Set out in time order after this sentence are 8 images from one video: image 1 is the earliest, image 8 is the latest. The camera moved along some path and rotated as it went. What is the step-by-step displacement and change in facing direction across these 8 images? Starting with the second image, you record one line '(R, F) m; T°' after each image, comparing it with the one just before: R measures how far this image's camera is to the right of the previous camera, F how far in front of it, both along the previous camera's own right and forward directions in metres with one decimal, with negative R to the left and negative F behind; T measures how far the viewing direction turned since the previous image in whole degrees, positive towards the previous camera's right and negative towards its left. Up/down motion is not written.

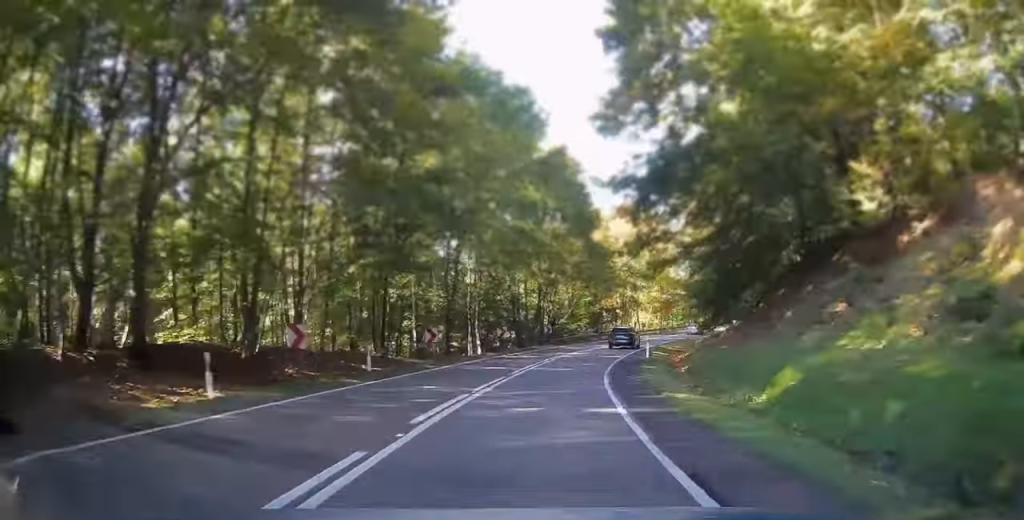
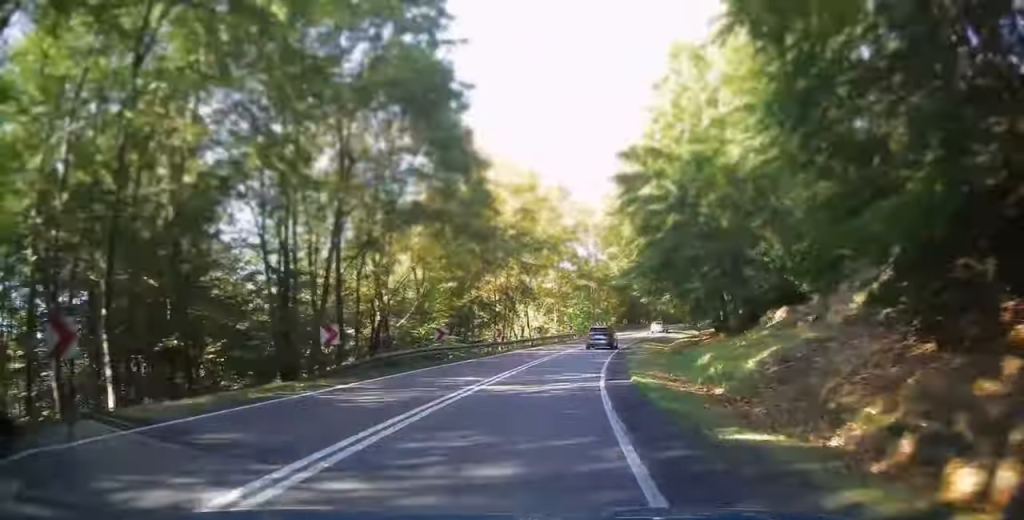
(+2.9, +30.1) m; +9°
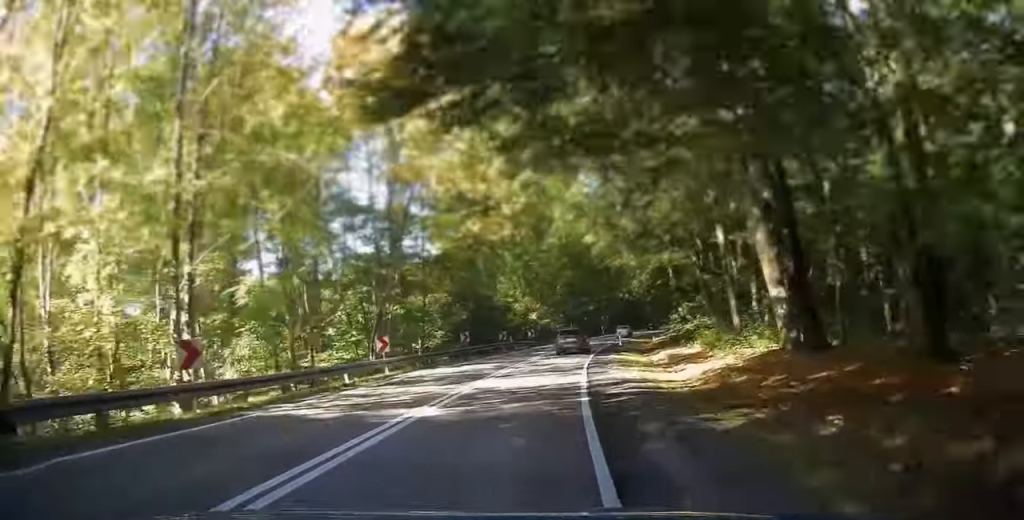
(+7.2, +50.9) m; +15°
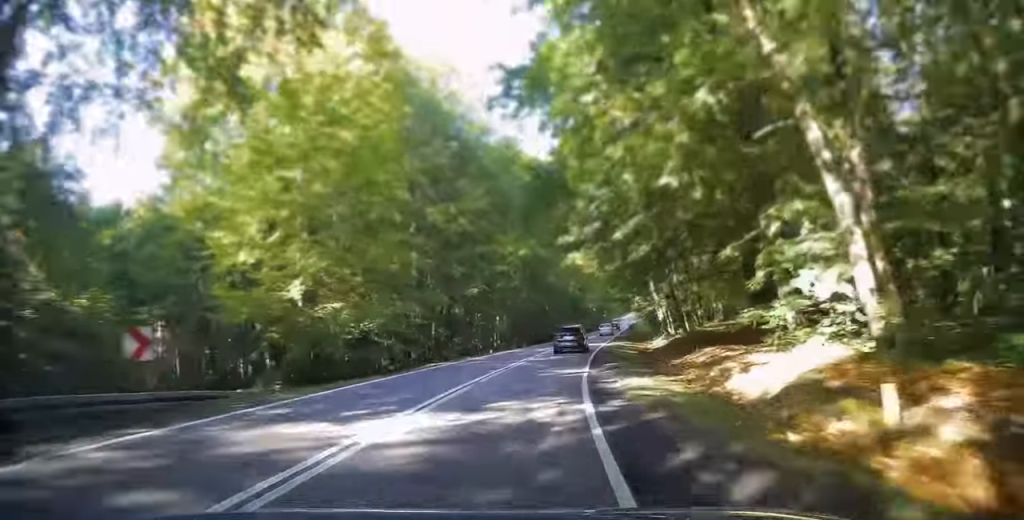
(+4.8, +47.8) m; +10°
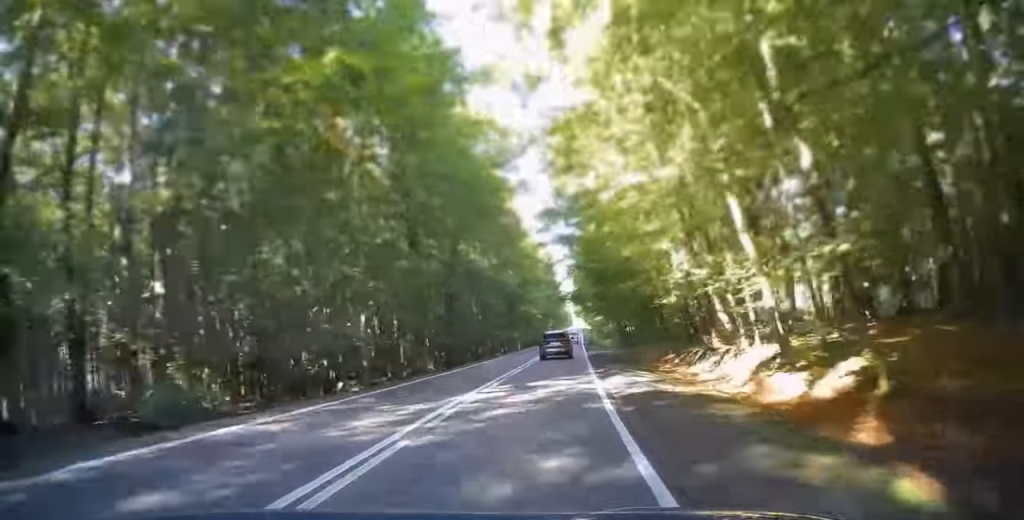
(+1.7, +29.6) m; +5°
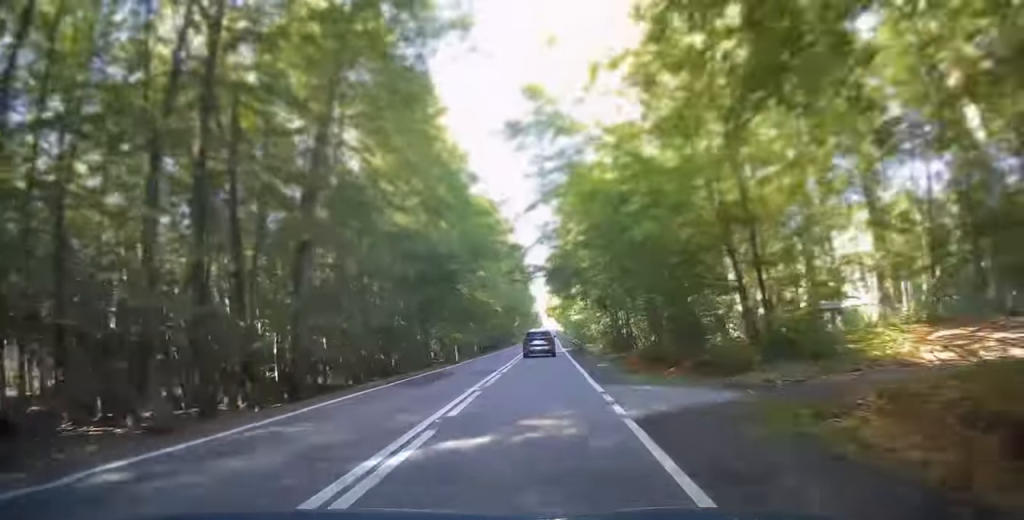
(+0.8, +27.9) m; +4°
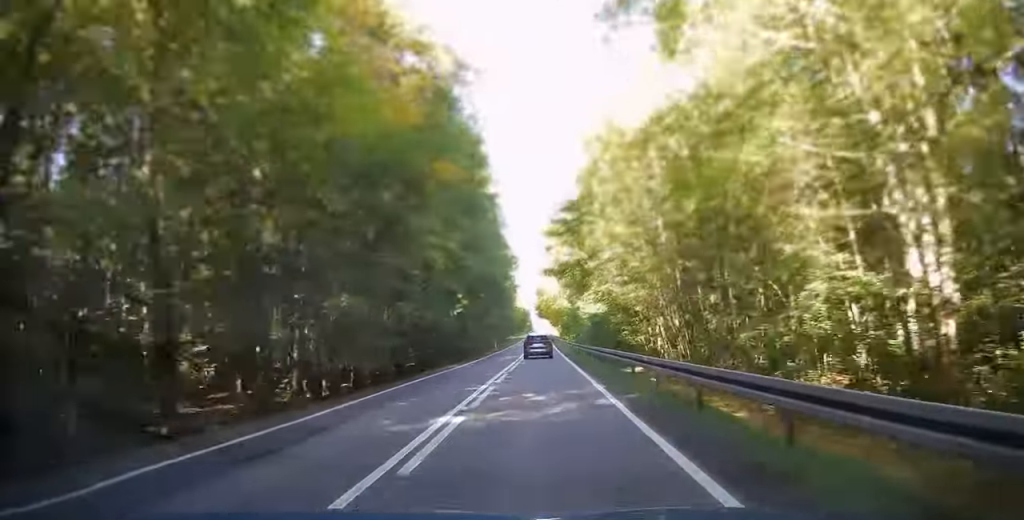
(+3.3, +61.7) m; +4°
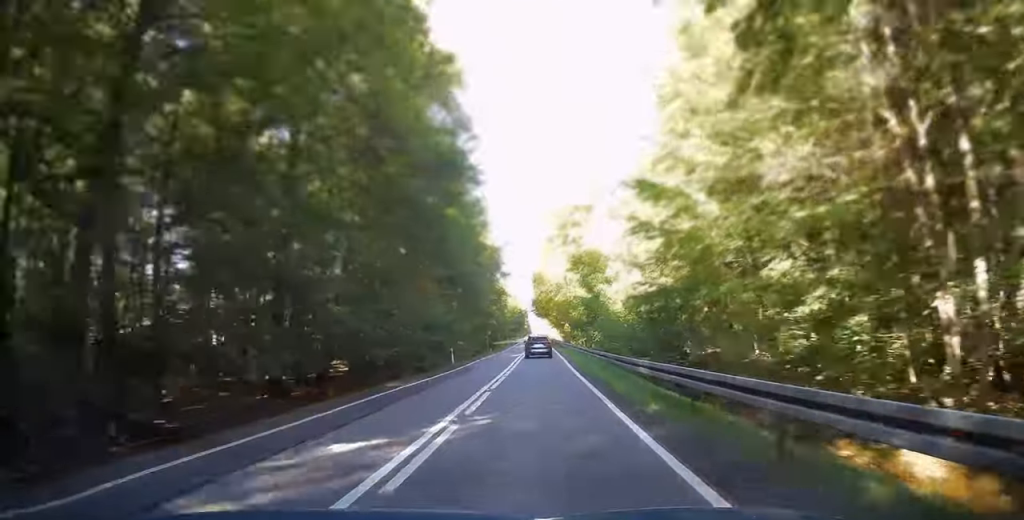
(+0.3, +34.8) m; +1°
